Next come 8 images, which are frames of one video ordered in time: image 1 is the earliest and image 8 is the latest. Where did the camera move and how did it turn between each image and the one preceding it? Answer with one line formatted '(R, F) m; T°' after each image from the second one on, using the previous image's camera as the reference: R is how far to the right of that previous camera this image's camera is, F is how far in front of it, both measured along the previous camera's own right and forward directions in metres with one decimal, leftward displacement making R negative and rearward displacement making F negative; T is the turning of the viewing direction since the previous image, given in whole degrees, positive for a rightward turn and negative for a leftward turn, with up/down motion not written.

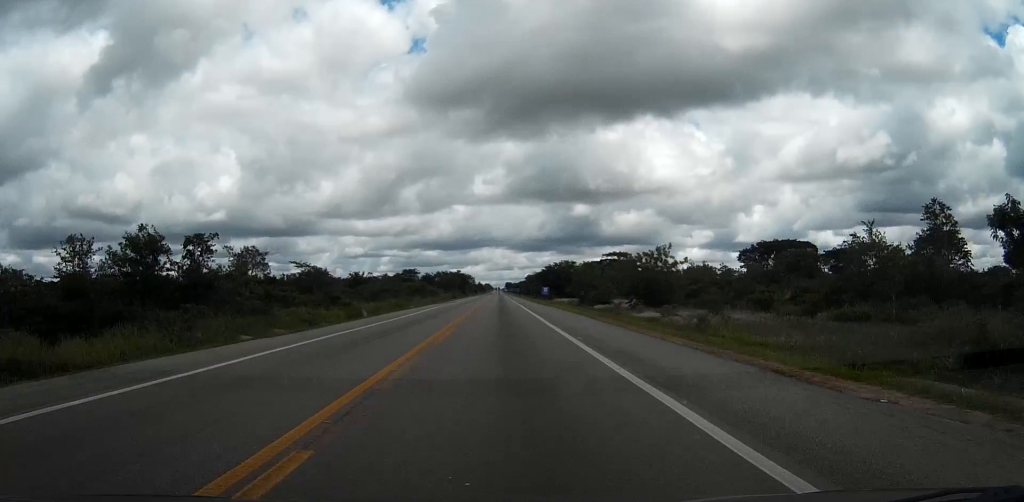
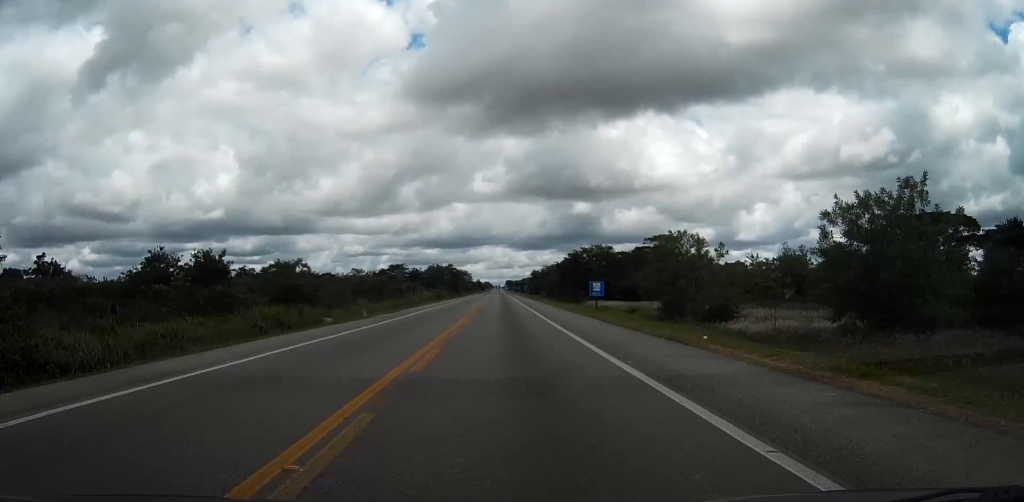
(-0.1, +54.3) m; 0°
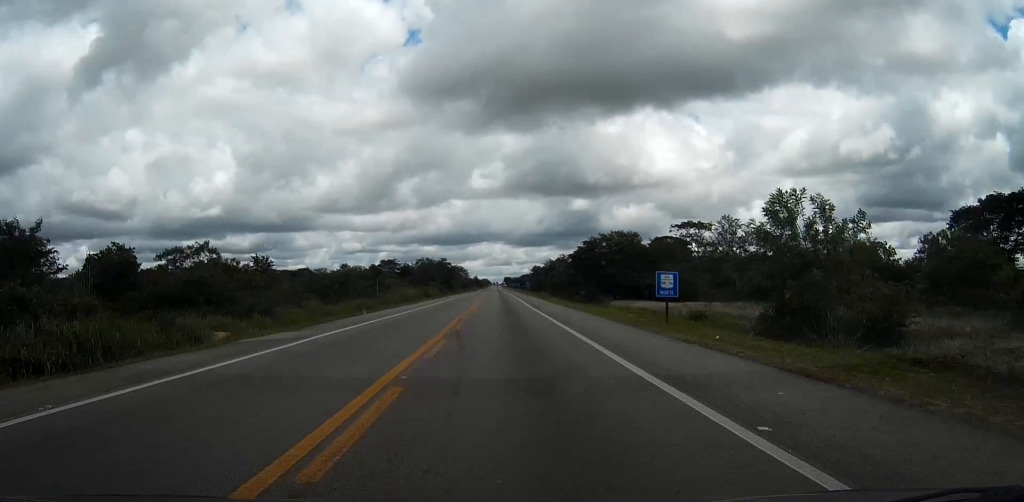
(0.0, +22.4) m; 0°
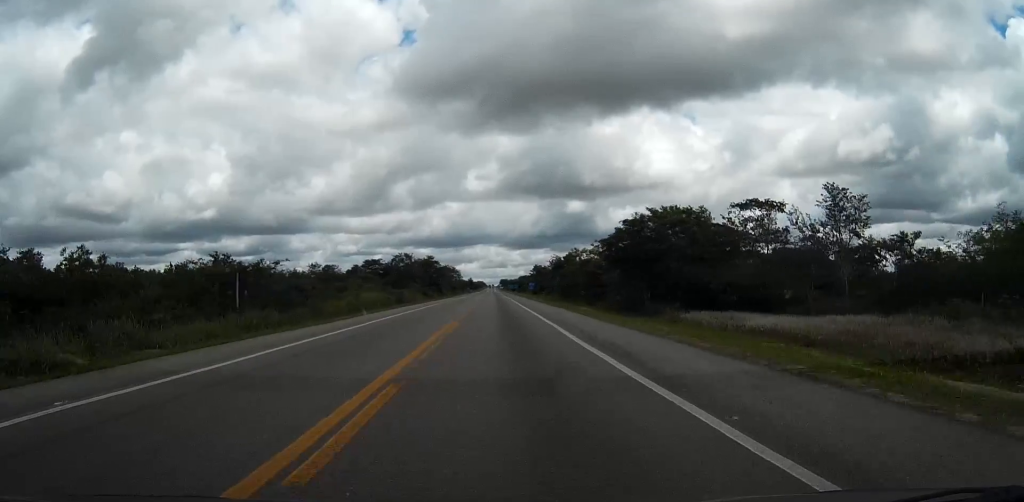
(-0.1, +32.0) m; 0°
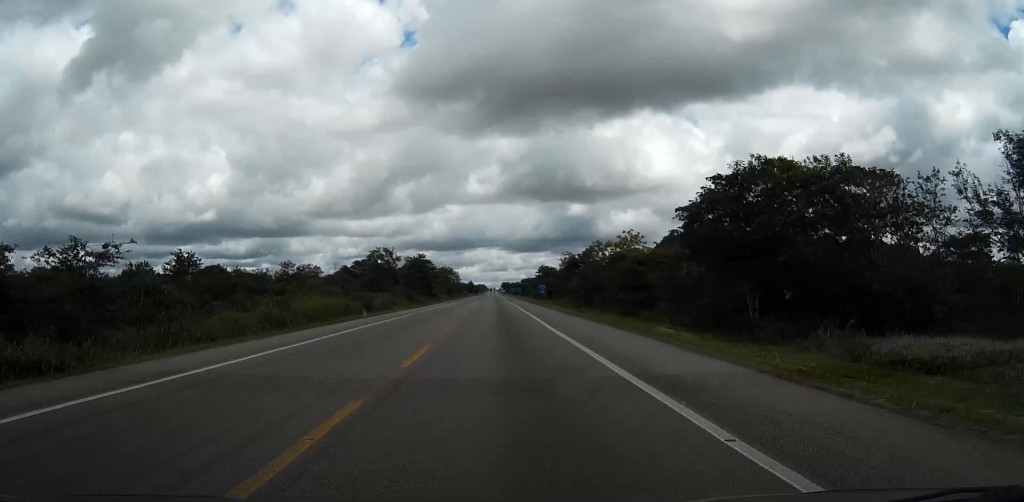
(0.0, +25.9) m; 0°
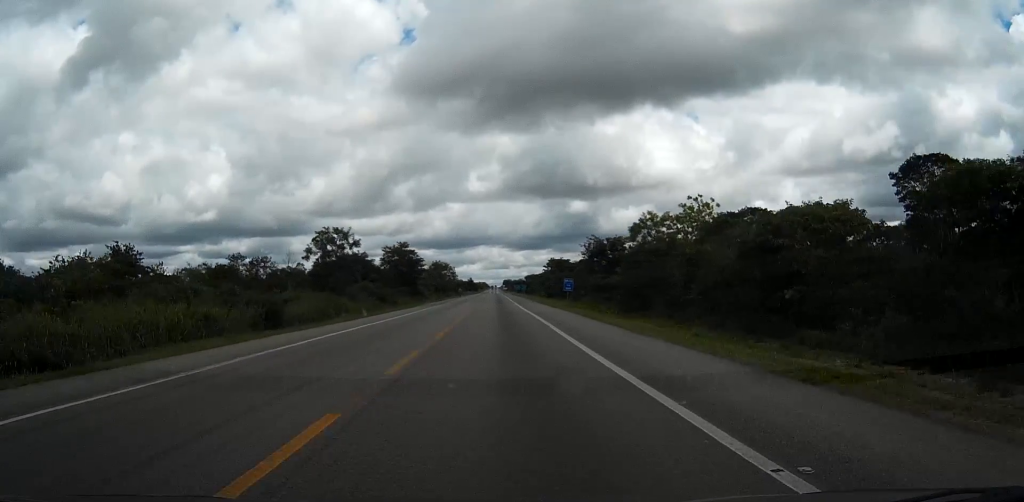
(+0.1, +33.4) m; 0°
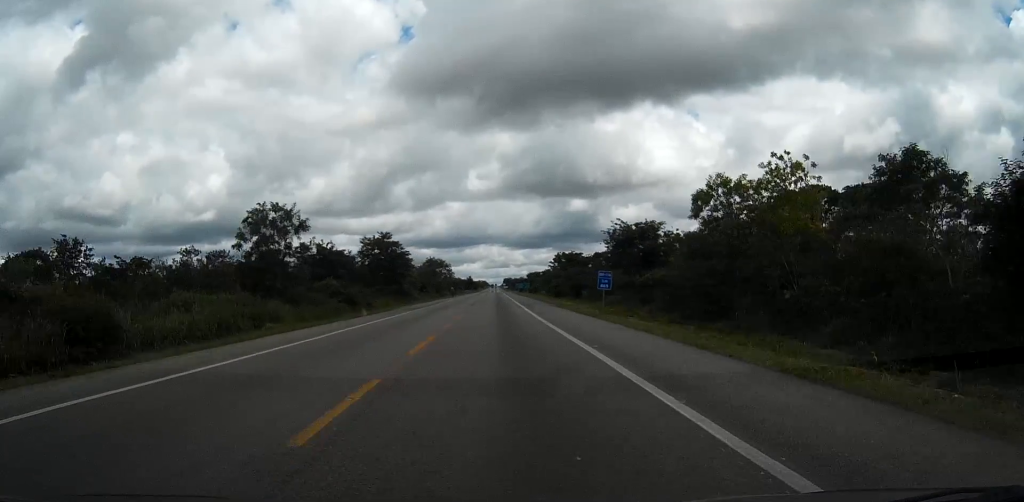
(-0.1, +21.1) m; 0°
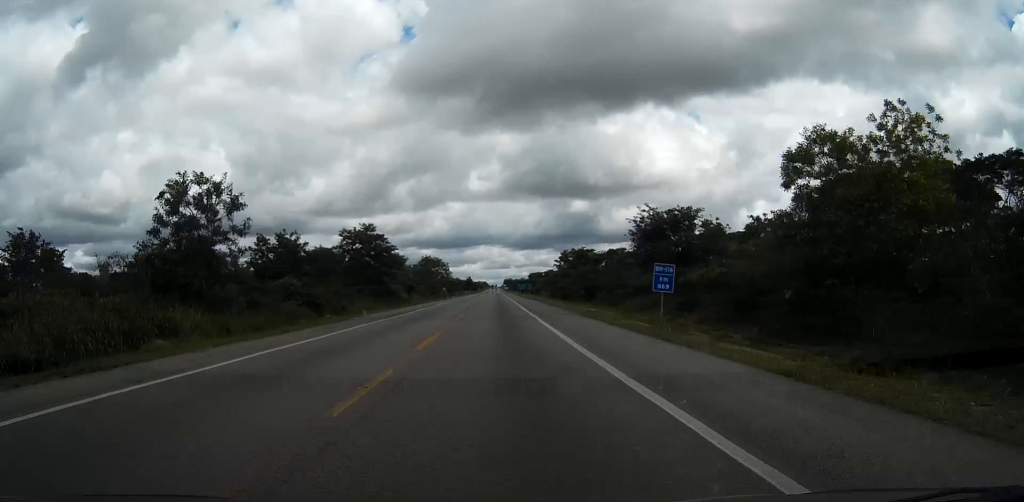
(0.0, +14.8) m; 0°
